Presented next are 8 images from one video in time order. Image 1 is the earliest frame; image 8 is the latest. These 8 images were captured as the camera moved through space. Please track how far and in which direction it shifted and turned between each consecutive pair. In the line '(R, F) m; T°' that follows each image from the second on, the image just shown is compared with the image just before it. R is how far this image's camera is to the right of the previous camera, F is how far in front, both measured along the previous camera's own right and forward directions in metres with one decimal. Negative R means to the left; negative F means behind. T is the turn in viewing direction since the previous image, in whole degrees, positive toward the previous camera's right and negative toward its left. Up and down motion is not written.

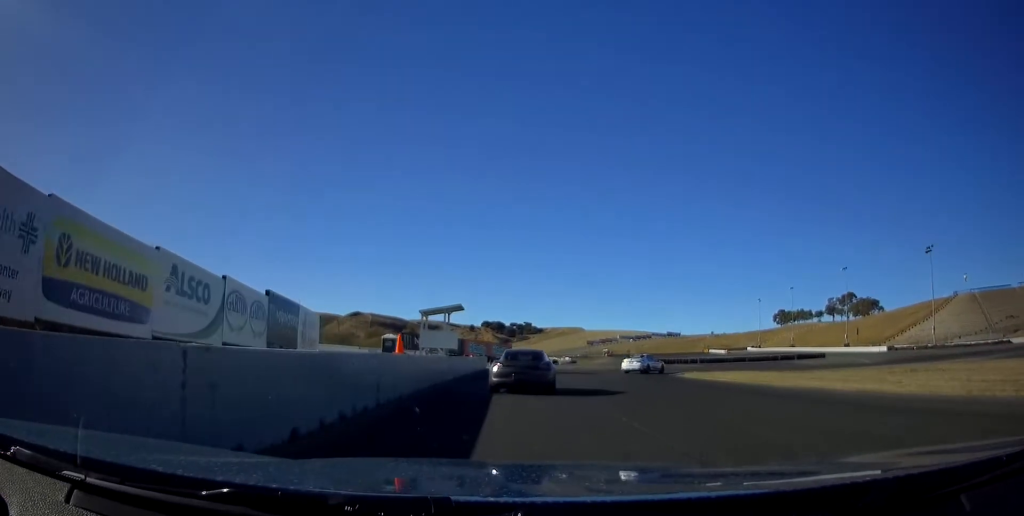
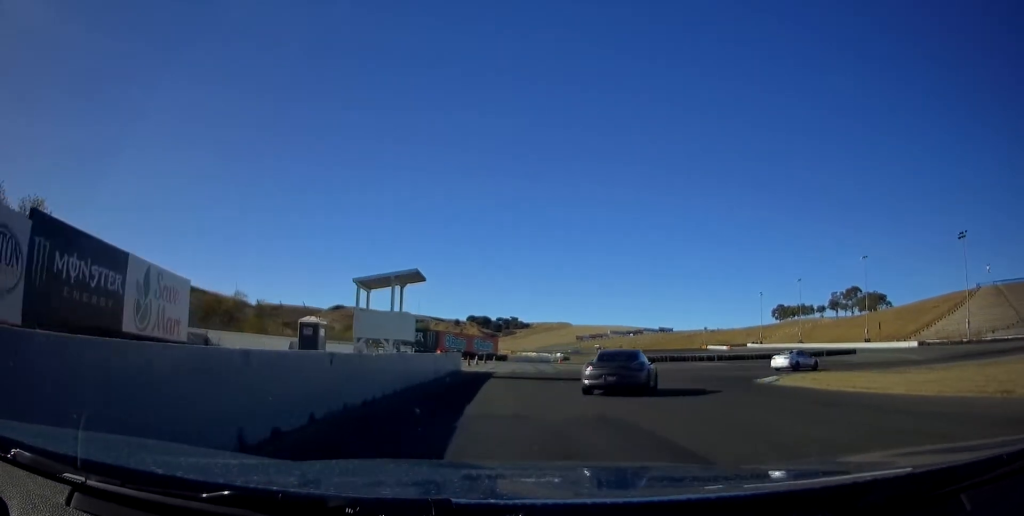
(+0.1, +17.4) m; +2°
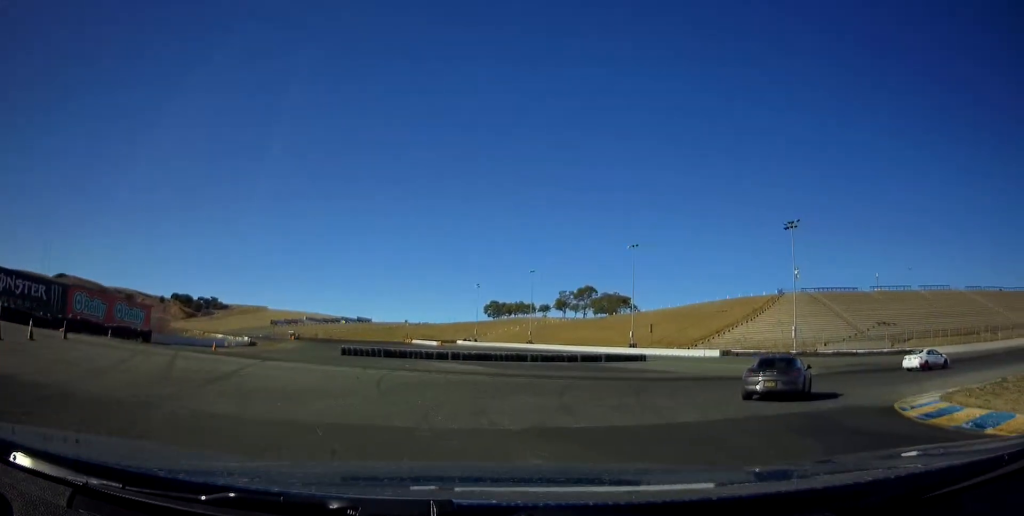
(+4.4, +28.2) m; +25°
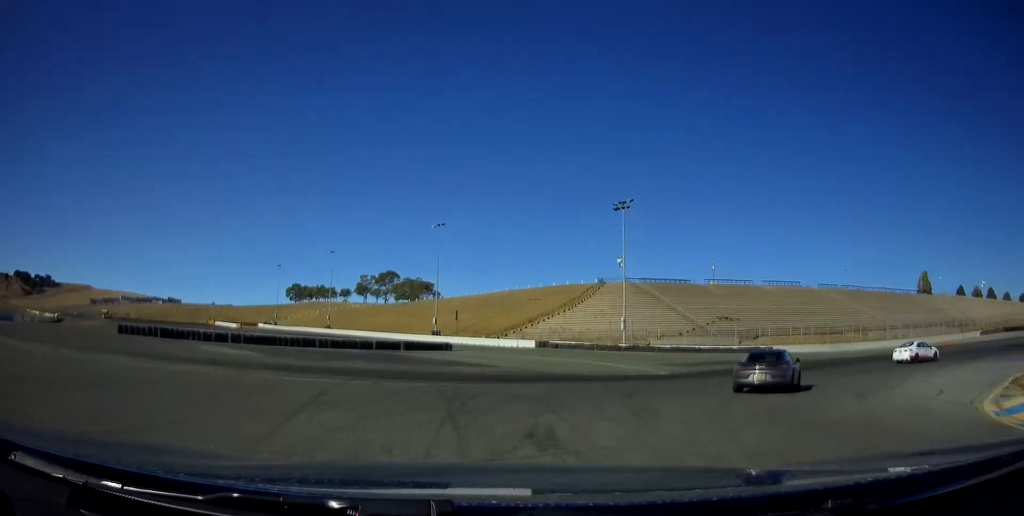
(+1.5, +9.9) m; +15°
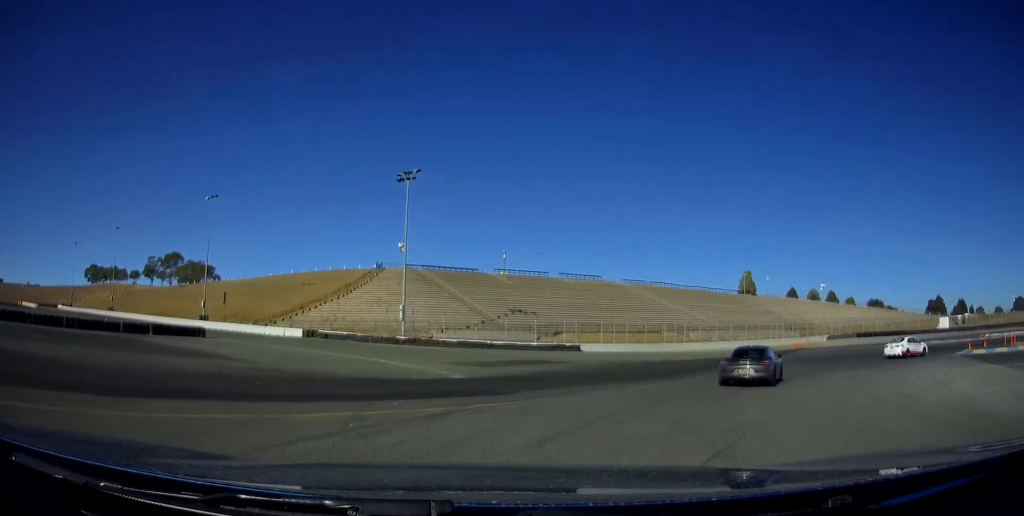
(+1.7, +10.3) m; +17°
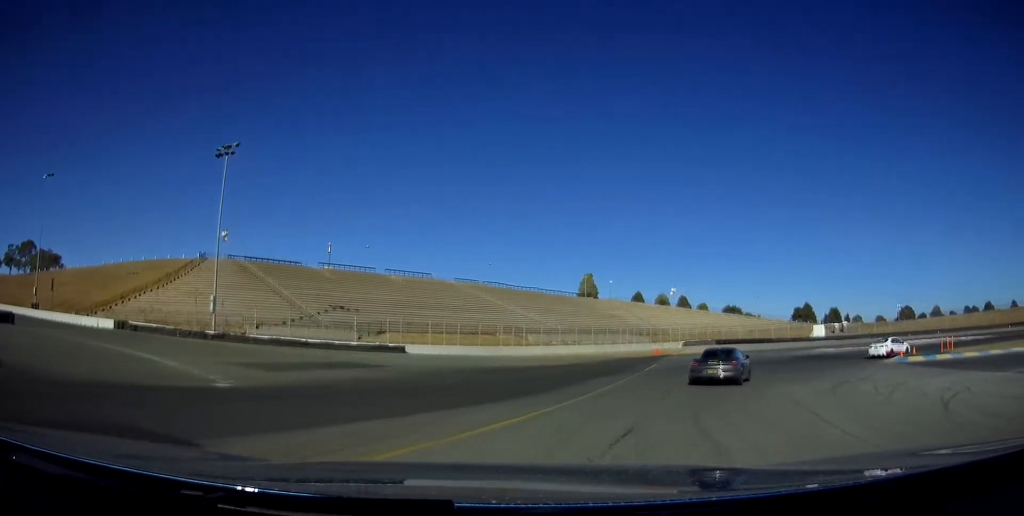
(+0.8, +7.3) m; +12°
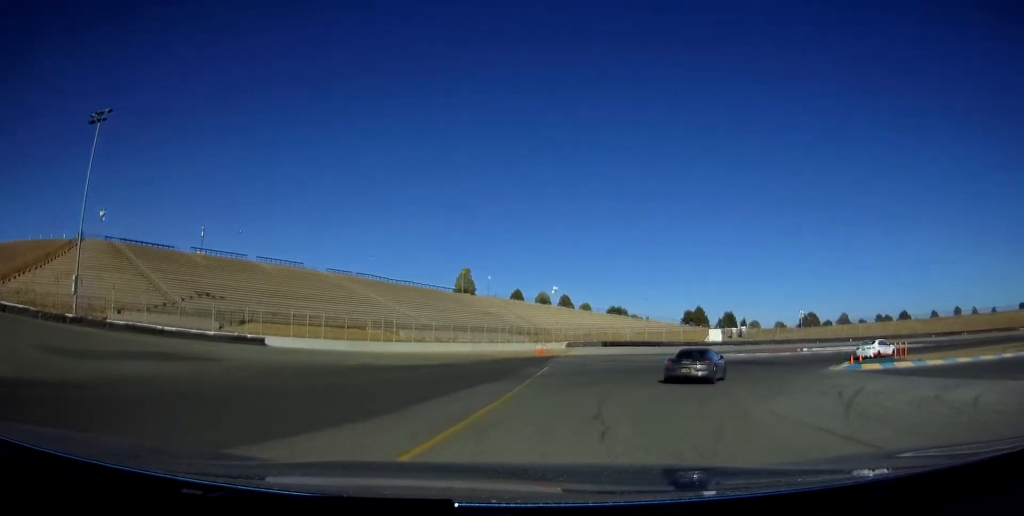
(+0.3, +5.0) m; +7°
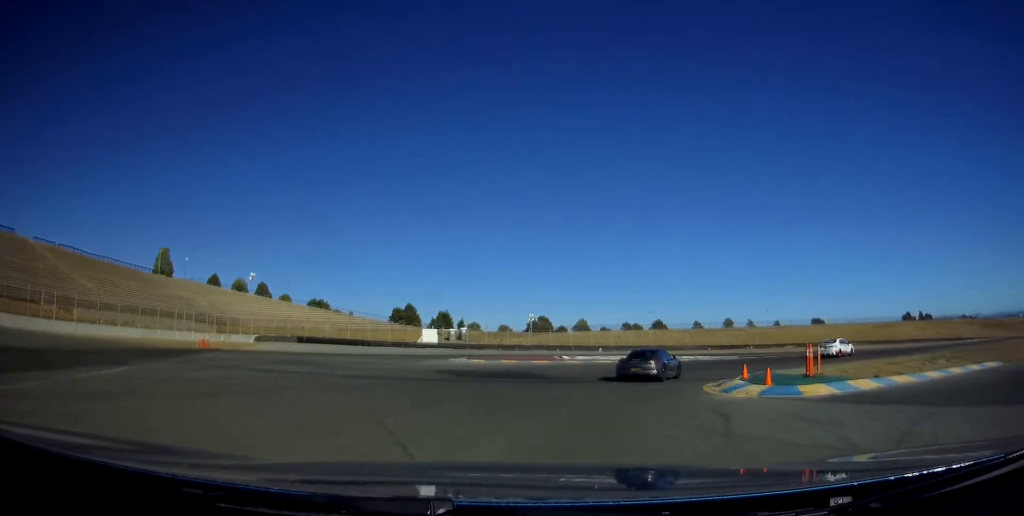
(+2.4, +13.9) m; +24°
